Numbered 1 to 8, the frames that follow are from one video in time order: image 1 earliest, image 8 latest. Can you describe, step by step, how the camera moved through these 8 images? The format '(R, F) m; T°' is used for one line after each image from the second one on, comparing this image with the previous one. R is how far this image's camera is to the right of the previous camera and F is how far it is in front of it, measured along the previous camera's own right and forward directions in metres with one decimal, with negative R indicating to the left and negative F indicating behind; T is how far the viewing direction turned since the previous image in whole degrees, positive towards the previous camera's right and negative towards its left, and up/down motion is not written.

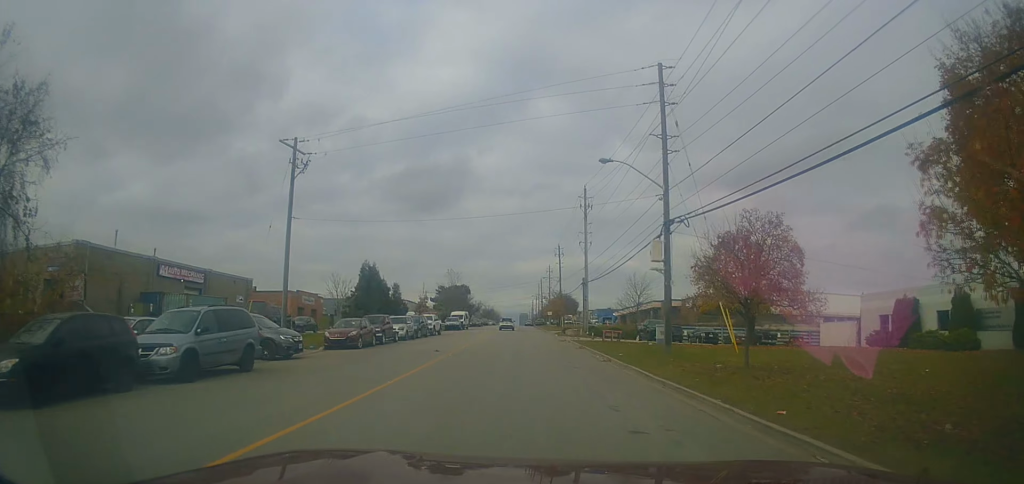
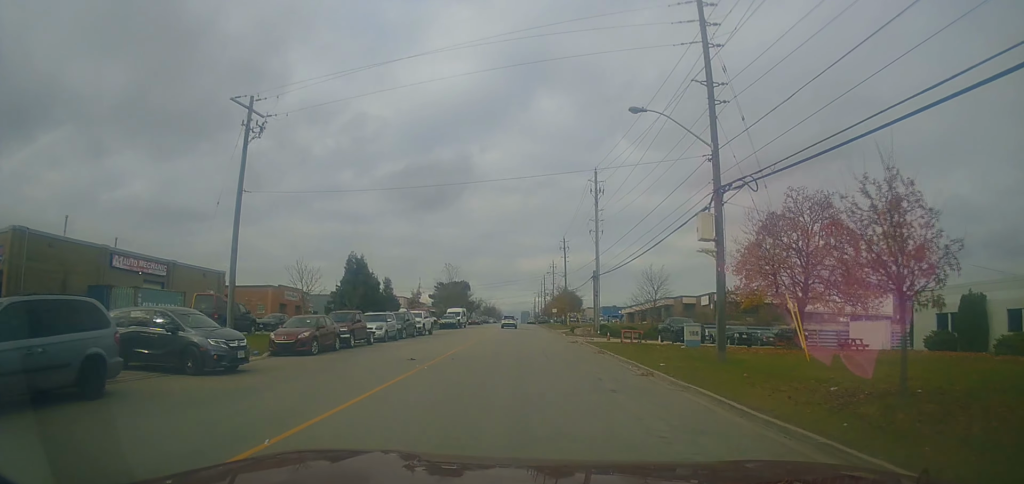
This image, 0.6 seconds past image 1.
(+0.1, +6.6) m; -2°
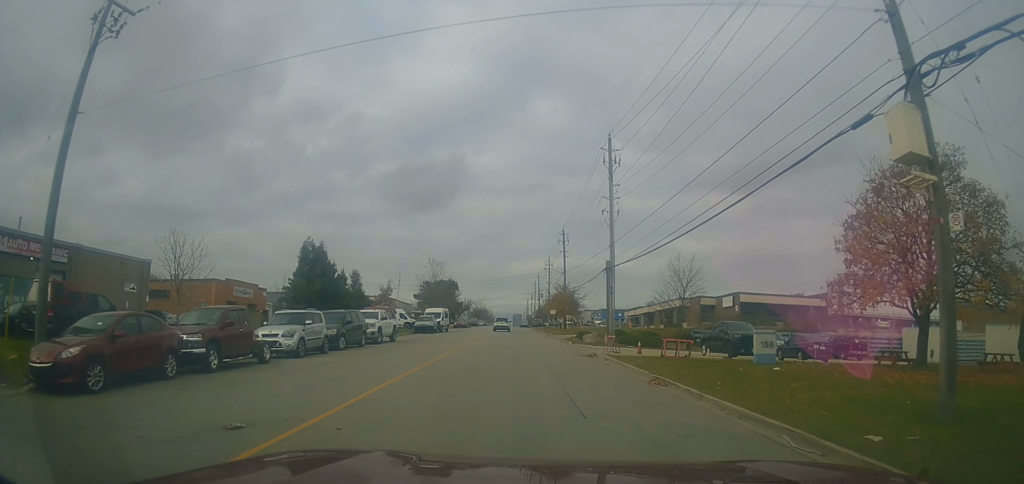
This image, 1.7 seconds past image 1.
(-0.5, +11.7) m; -4°
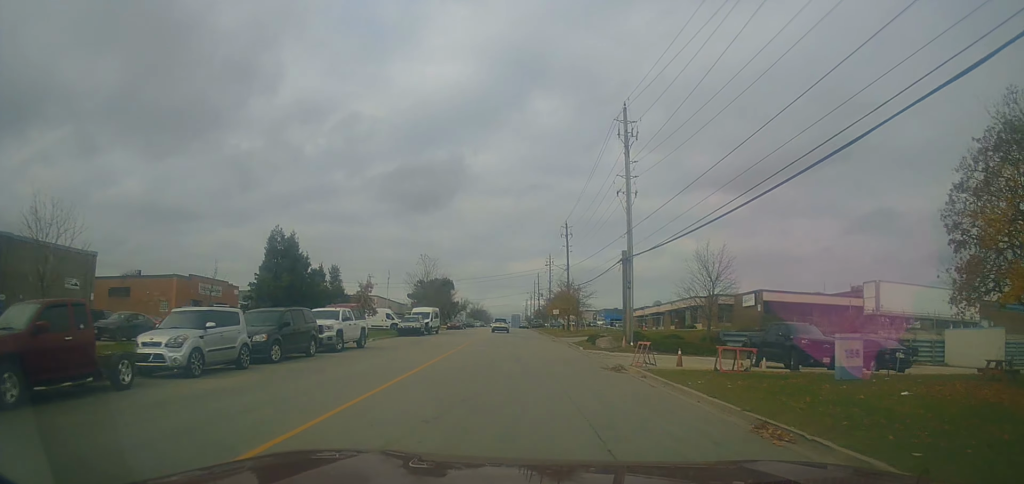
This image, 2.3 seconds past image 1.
(-0.1, +7.0) m; +1°
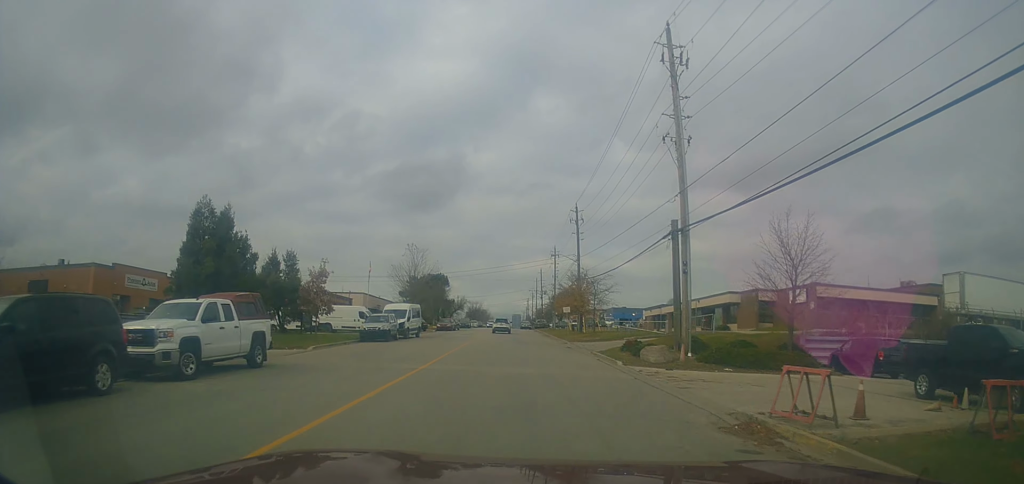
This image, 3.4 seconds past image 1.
(+0.3, +11.6) m; +2°
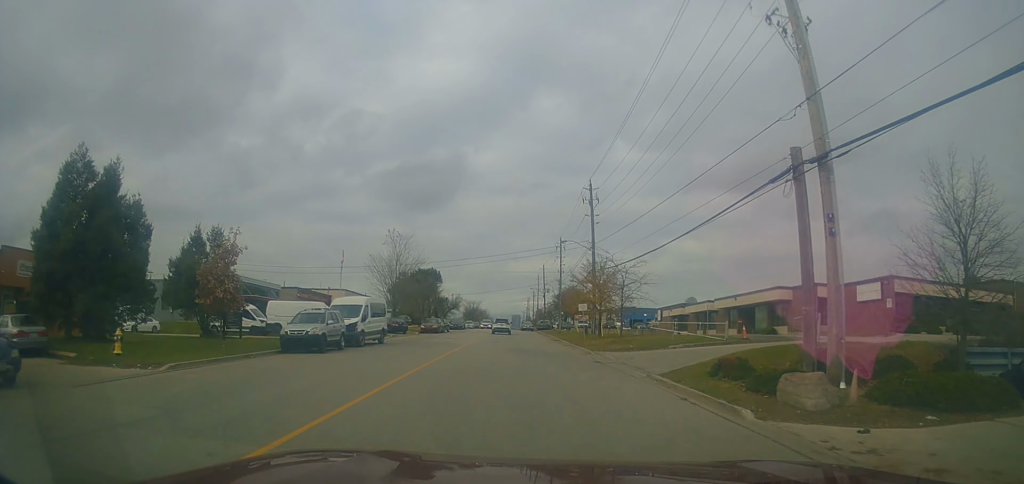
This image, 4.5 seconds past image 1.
(0.0, +11.7) m; +1°
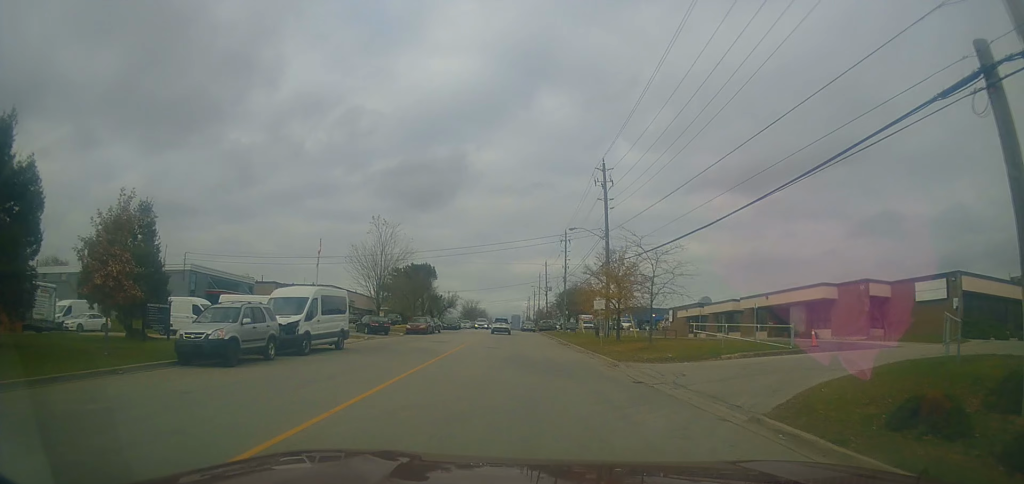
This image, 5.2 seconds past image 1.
(+0.1, +7.4) m; +1°
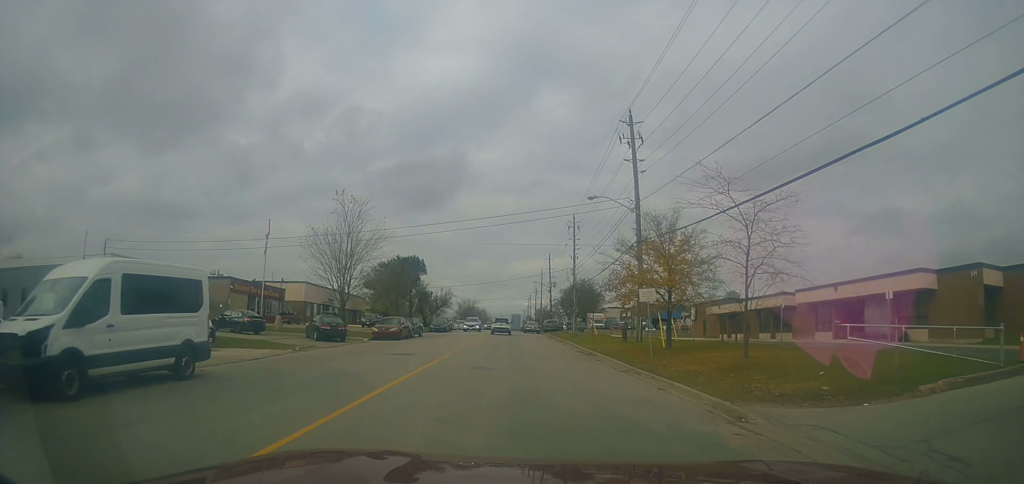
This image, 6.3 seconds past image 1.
(+0.2, +11.7) m; 0°
